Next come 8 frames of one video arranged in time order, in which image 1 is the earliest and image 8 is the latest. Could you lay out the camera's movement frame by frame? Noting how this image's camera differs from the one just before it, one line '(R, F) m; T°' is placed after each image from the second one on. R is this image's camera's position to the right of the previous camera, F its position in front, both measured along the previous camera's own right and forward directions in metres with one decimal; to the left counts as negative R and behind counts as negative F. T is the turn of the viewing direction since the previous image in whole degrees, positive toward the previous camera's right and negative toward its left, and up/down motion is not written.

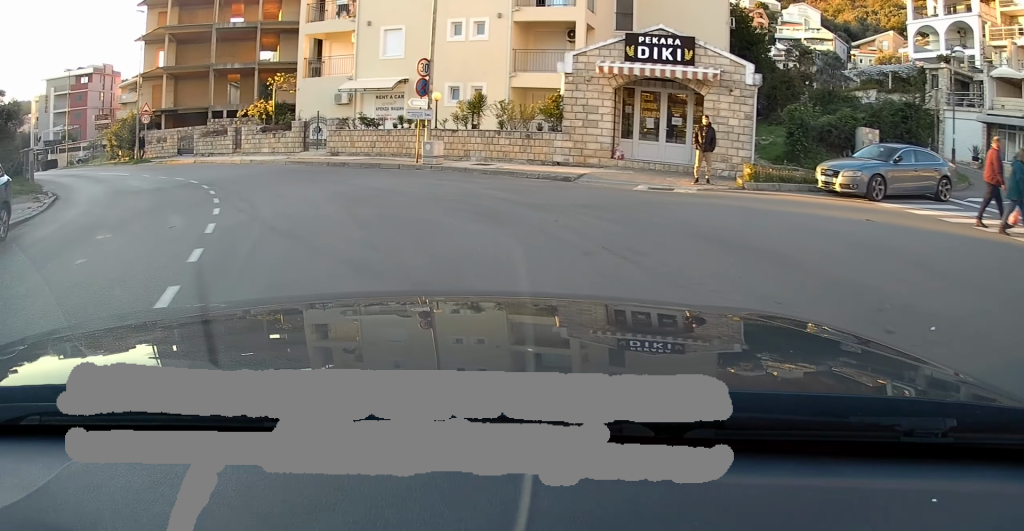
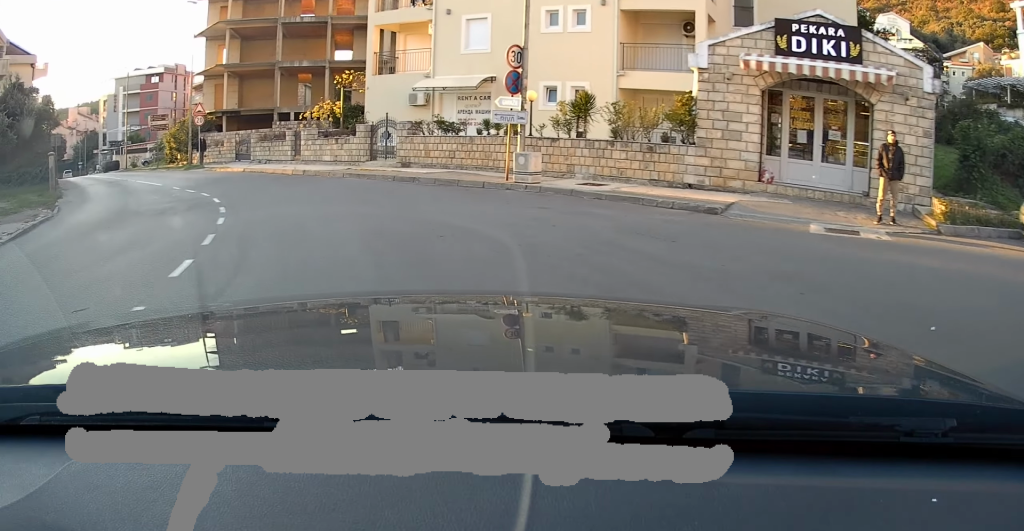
(-0.2, +4.7) m; -7°
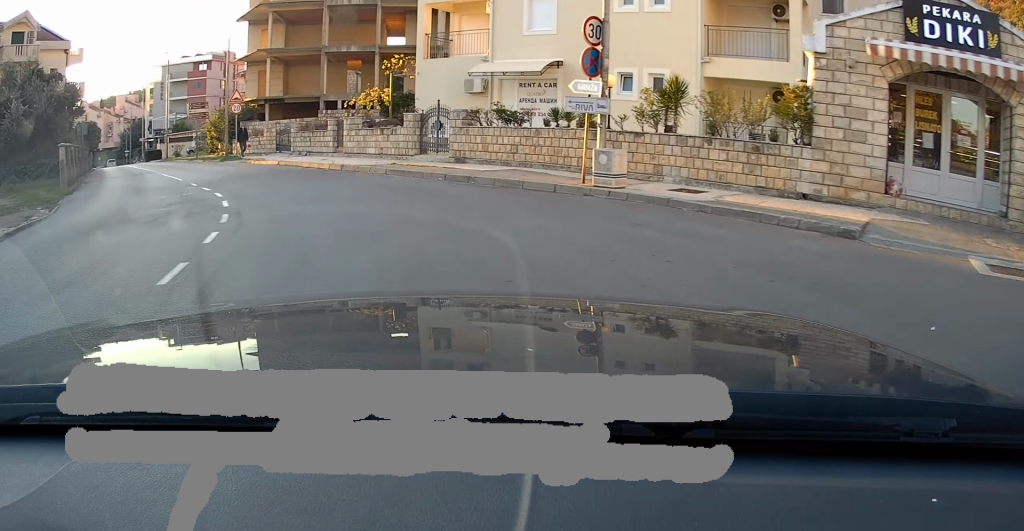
(0.0, +2.9) m; -6°
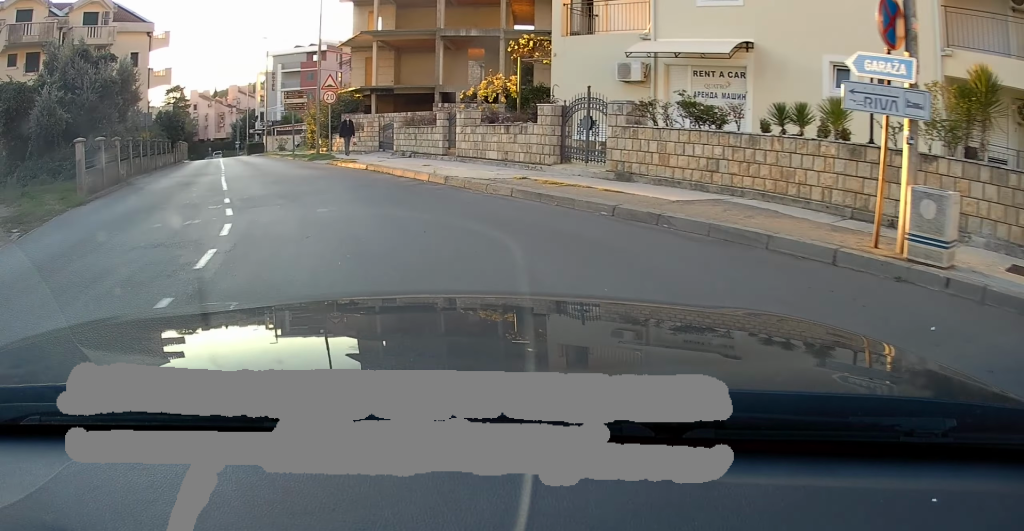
(-0.8, +6.0) m; -14°
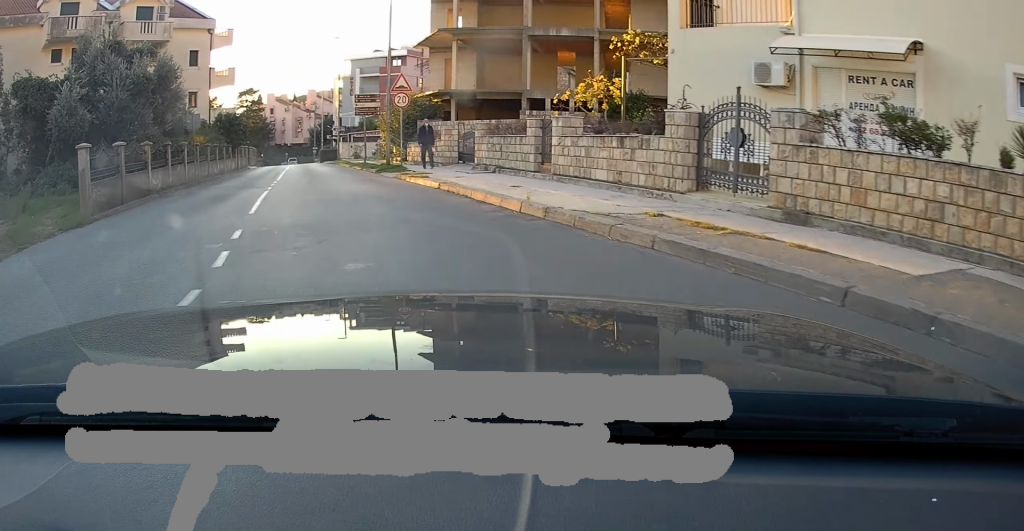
(-0.1, +3.7) m; -9°
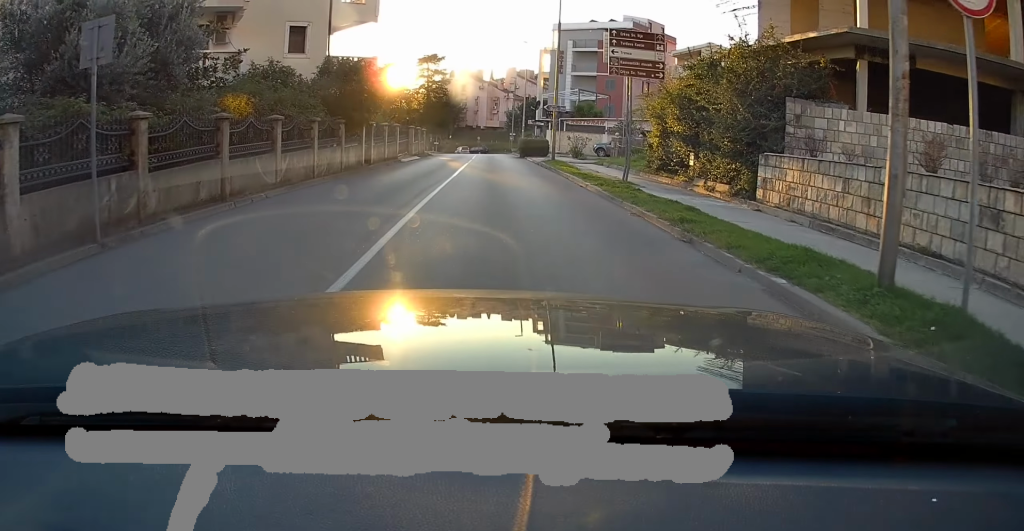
(-4.1, +20.2) m; -16°
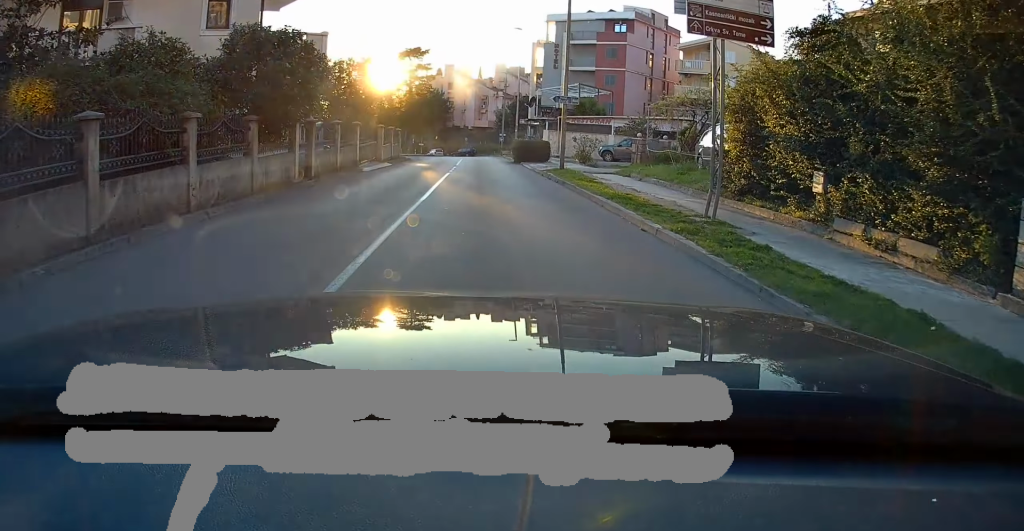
(-0.1, +7.1) m; 0°
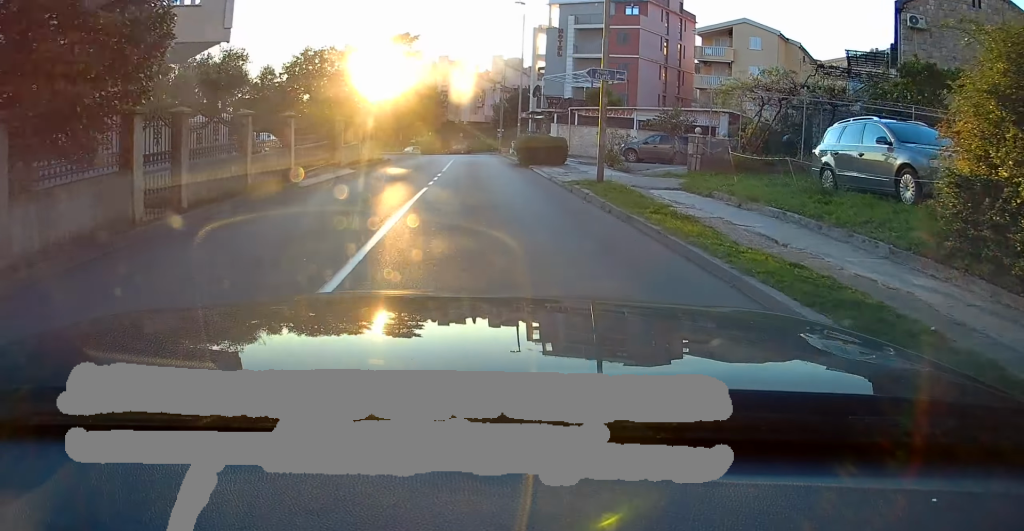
(+0.1, +7.7) m; +1°
